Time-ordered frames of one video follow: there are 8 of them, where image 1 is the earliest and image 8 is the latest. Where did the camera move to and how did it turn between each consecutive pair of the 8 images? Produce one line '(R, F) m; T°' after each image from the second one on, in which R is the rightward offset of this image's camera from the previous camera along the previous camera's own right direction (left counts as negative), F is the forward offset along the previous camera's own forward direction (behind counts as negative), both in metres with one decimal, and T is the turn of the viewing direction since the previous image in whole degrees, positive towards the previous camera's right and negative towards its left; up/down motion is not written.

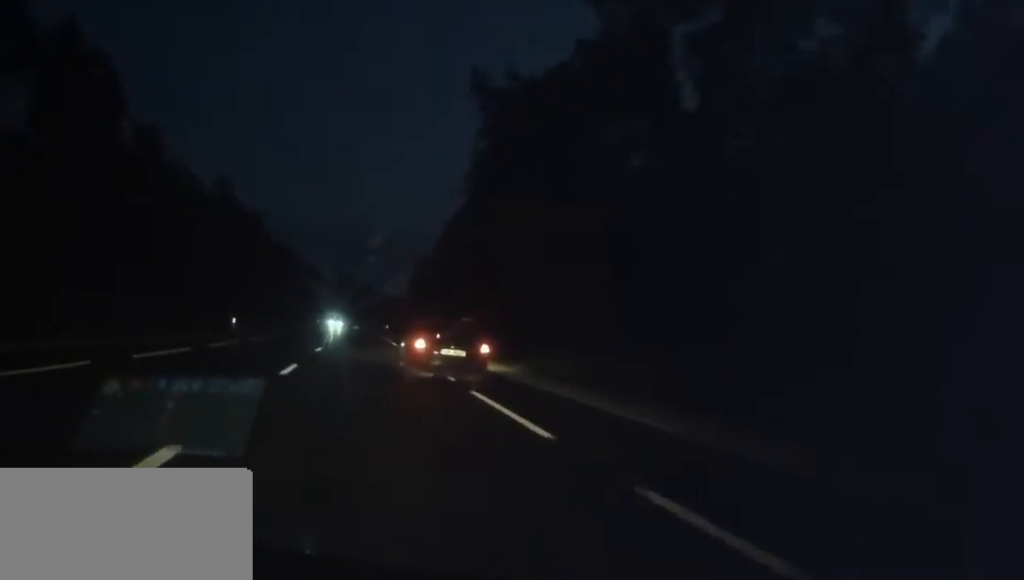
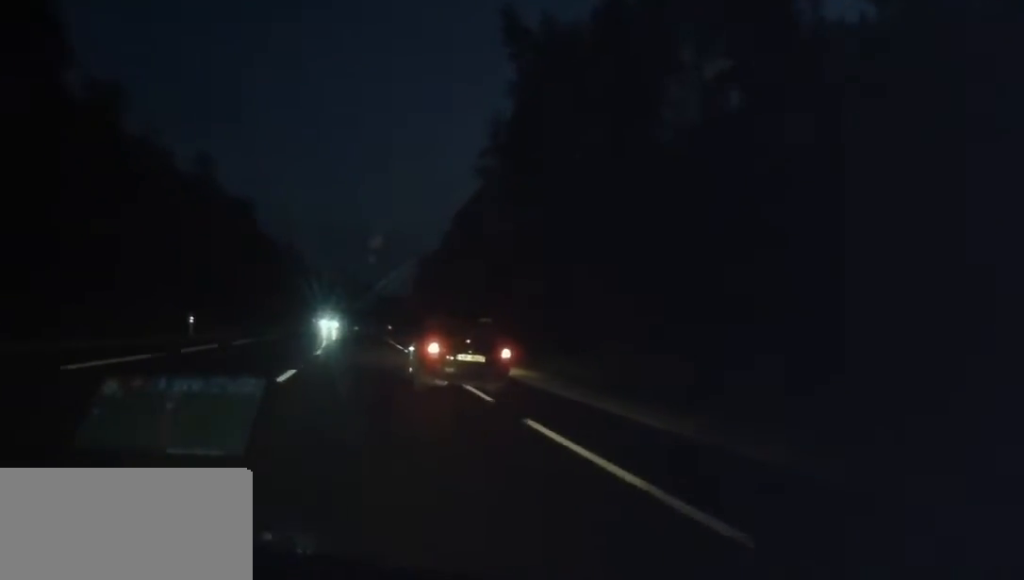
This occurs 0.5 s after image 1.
(0.0, +12.7) m; 0°
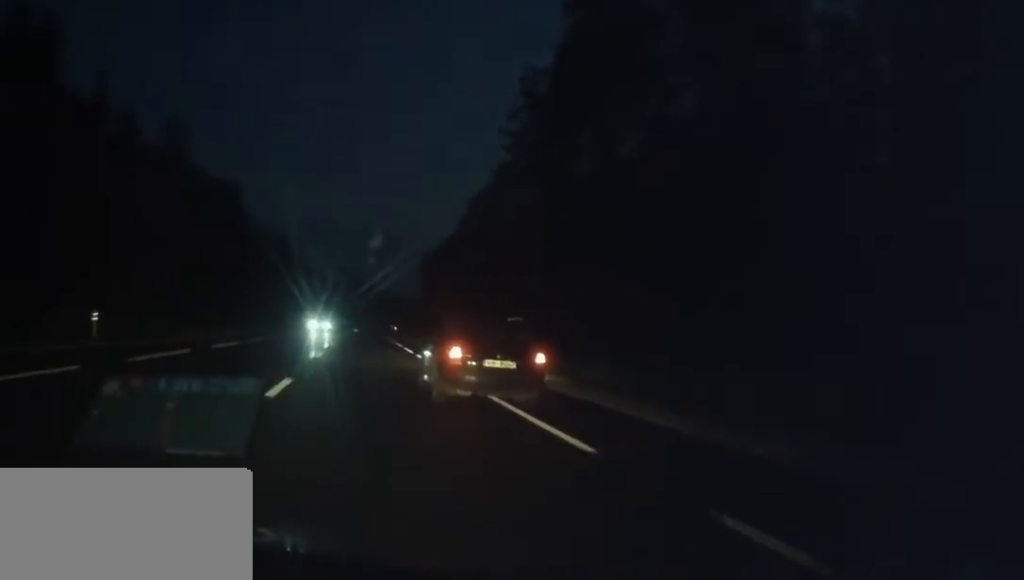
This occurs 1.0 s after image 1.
(0.0, +13.7) m; 0°
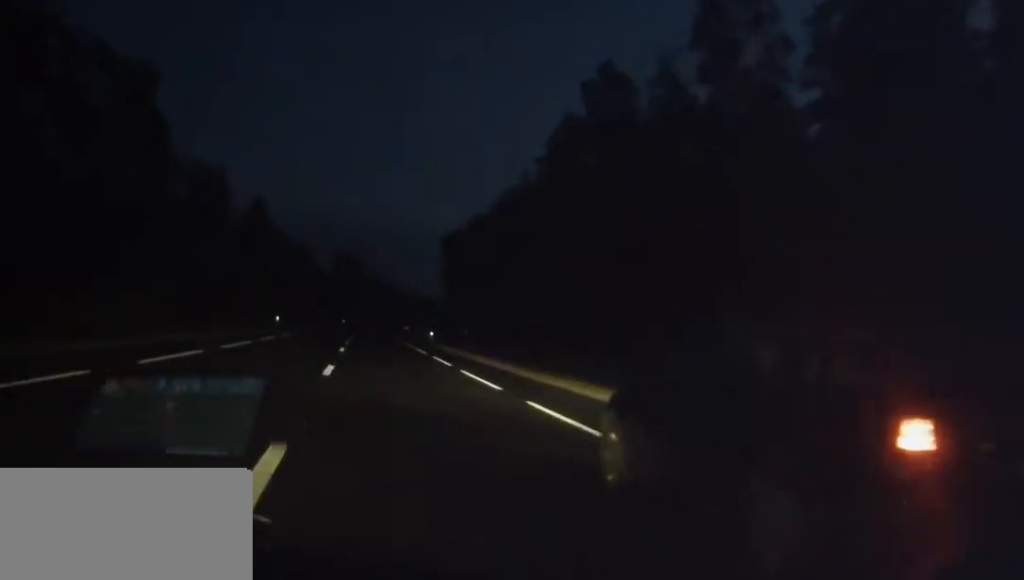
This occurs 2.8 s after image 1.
(-0.1, +52.6) m; 0°
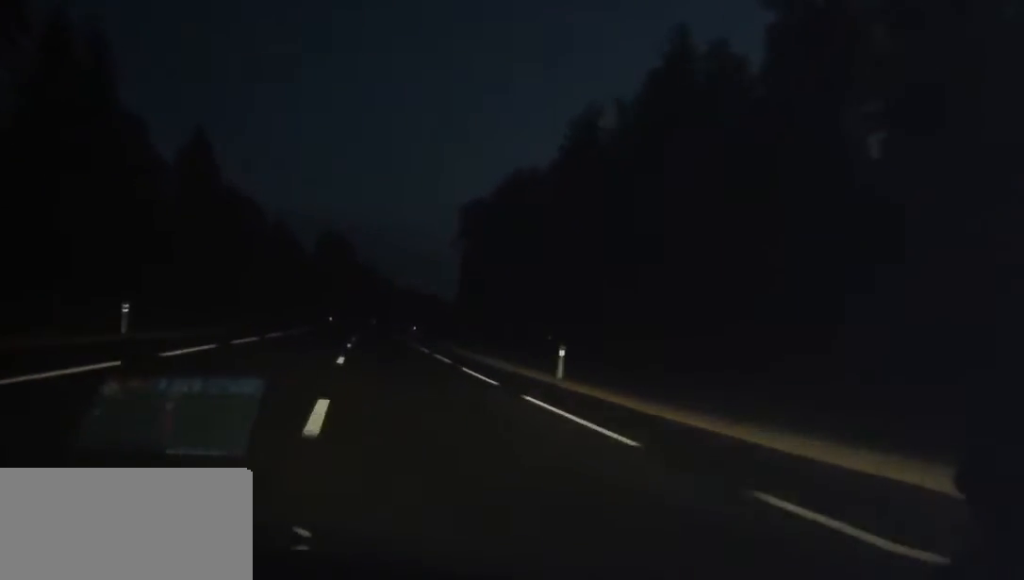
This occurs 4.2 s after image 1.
(+0.2, +43.3) m; 0°
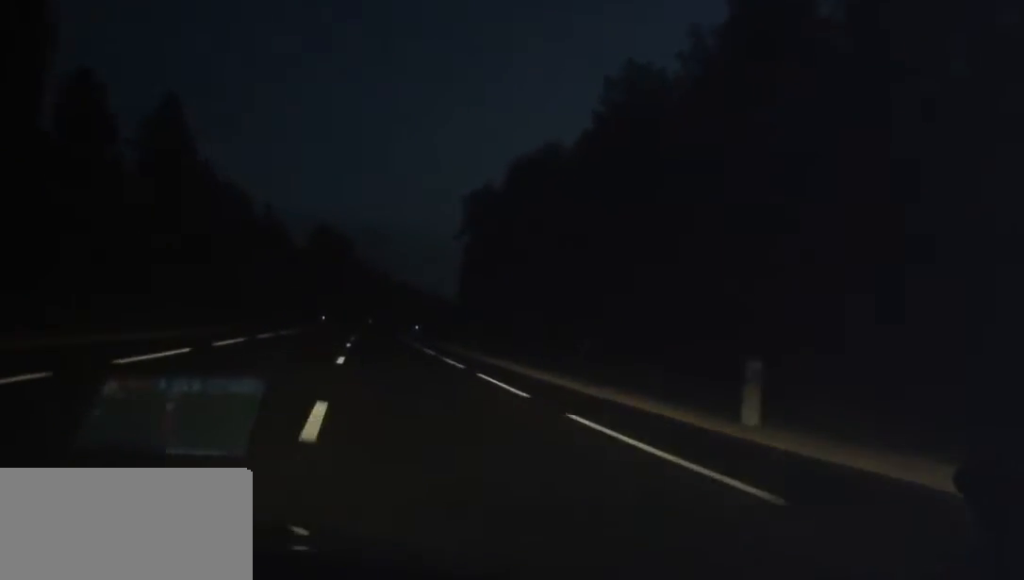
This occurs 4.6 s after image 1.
(-0.1, +12.3) m; 0°
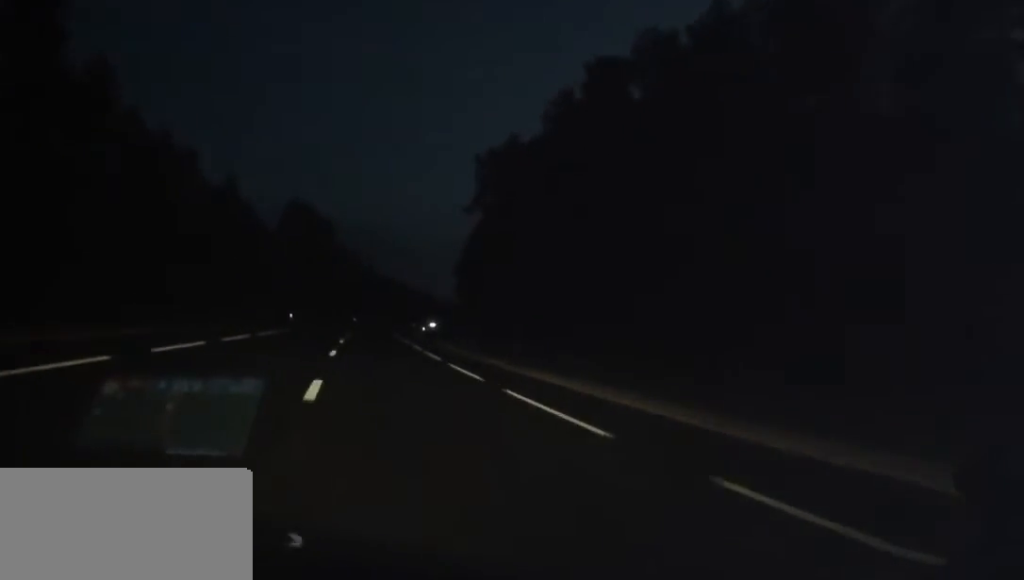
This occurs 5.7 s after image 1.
(-0.2, +33.1) m; 0°
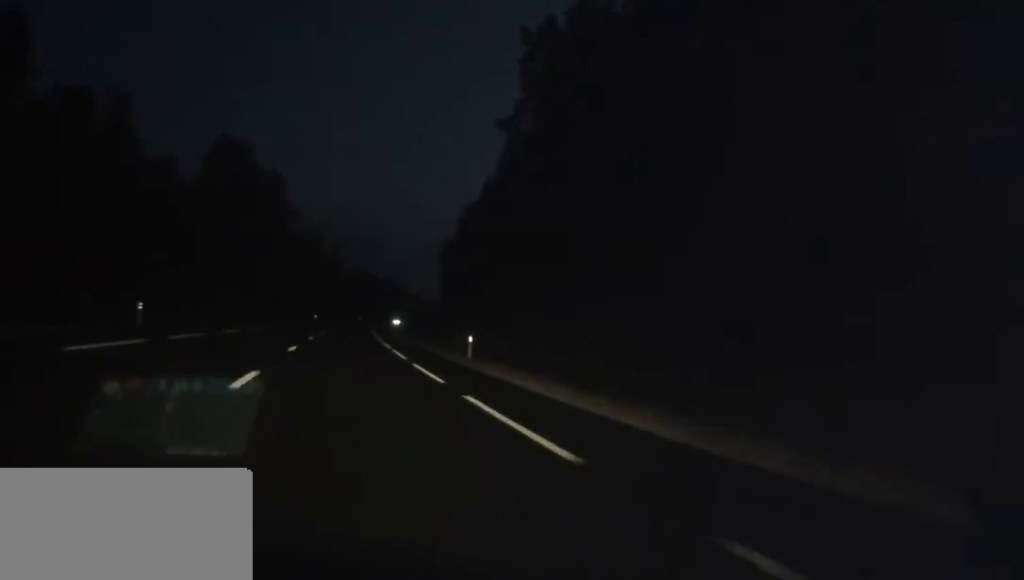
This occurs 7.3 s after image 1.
(+0.5, +49.0) m; +3°
